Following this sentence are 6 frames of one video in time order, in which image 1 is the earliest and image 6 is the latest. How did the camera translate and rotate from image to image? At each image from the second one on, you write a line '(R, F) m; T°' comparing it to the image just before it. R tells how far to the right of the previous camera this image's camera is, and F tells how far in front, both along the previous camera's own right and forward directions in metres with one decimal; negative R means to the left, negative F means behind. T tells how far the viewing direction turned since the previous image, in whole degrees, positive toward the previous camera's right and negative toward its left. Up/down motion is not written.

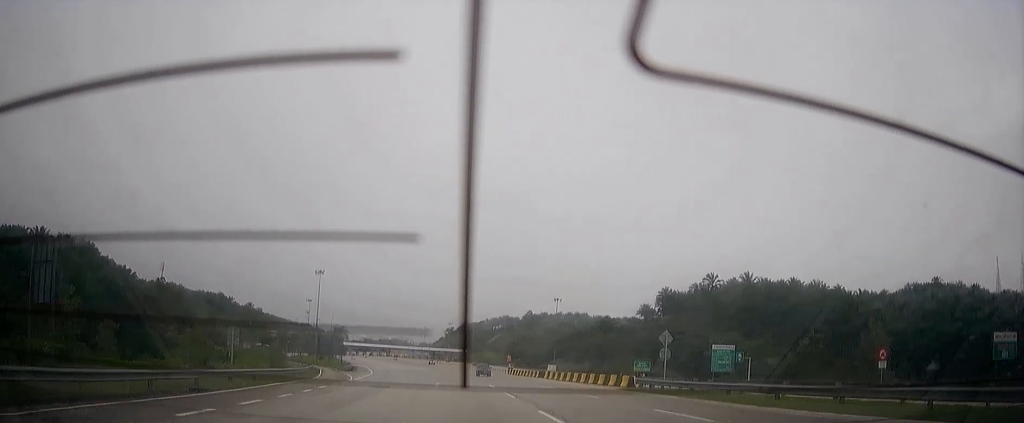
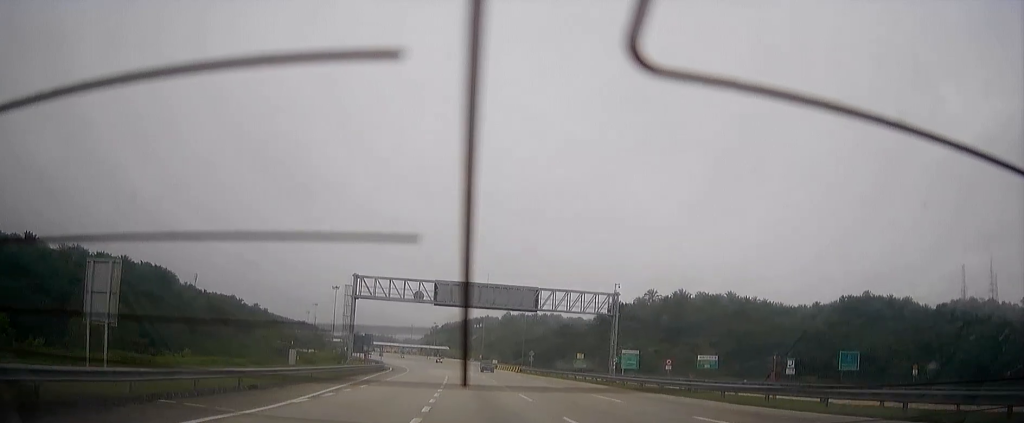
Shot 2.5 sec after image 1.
(-1.6, +56.5) m; -2°
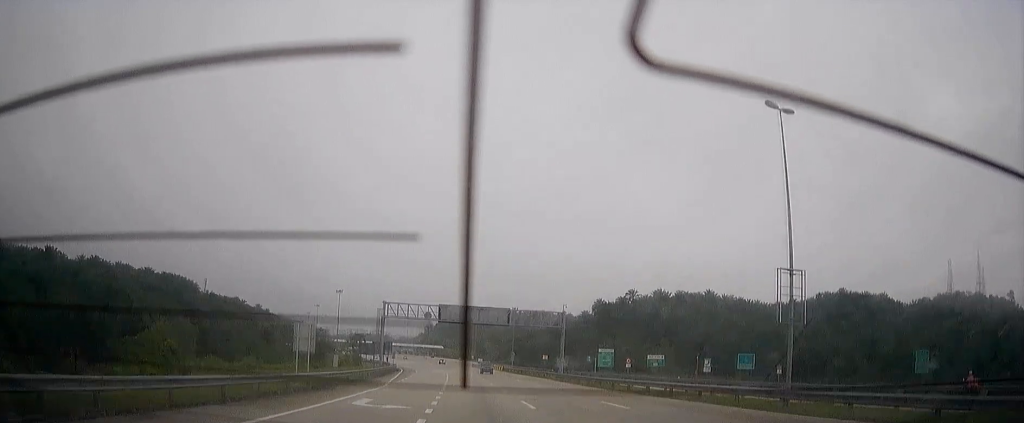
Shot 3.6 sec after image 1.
(-0.1, +24.2) m; -1°
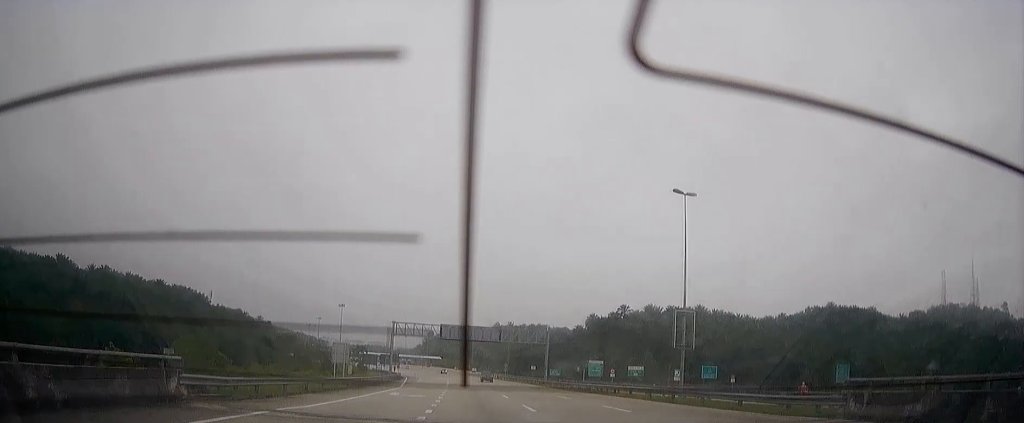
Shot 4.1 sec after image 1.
(0.0, +11.7) m; 0°
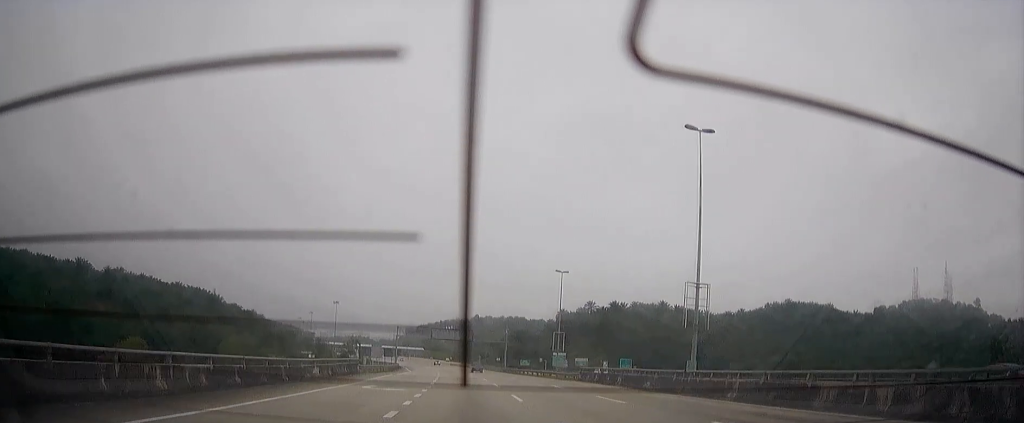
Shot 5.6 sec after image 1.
(-0.4, +33.8) m; -2°
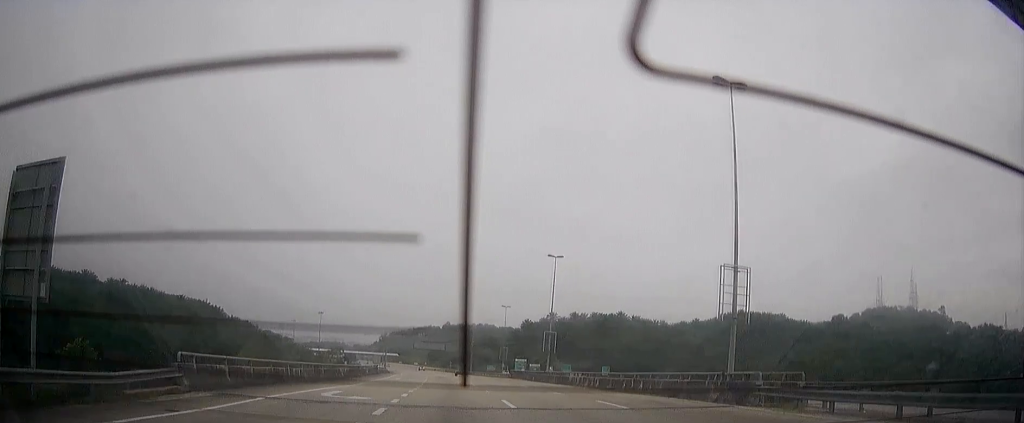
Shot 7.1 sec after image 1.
(-0.7, +32.6) m; -3°
